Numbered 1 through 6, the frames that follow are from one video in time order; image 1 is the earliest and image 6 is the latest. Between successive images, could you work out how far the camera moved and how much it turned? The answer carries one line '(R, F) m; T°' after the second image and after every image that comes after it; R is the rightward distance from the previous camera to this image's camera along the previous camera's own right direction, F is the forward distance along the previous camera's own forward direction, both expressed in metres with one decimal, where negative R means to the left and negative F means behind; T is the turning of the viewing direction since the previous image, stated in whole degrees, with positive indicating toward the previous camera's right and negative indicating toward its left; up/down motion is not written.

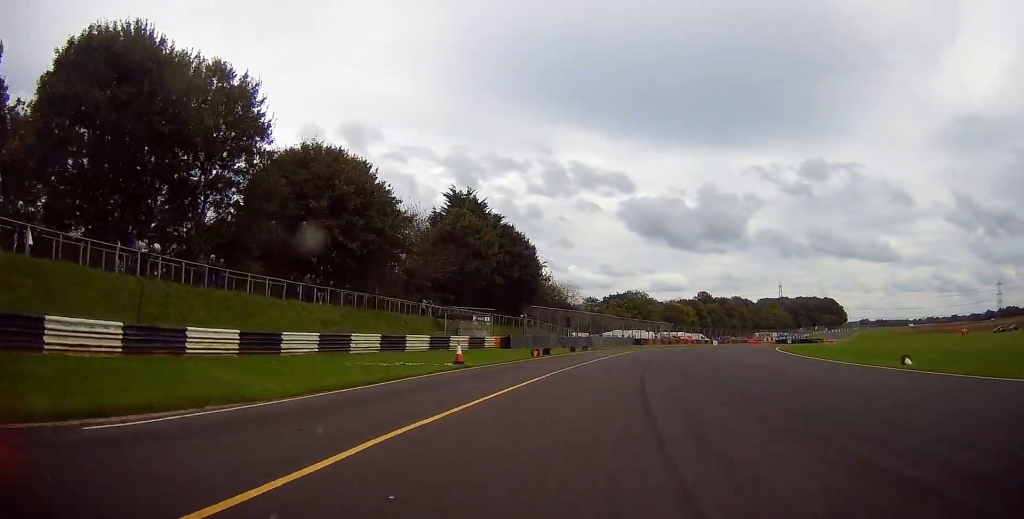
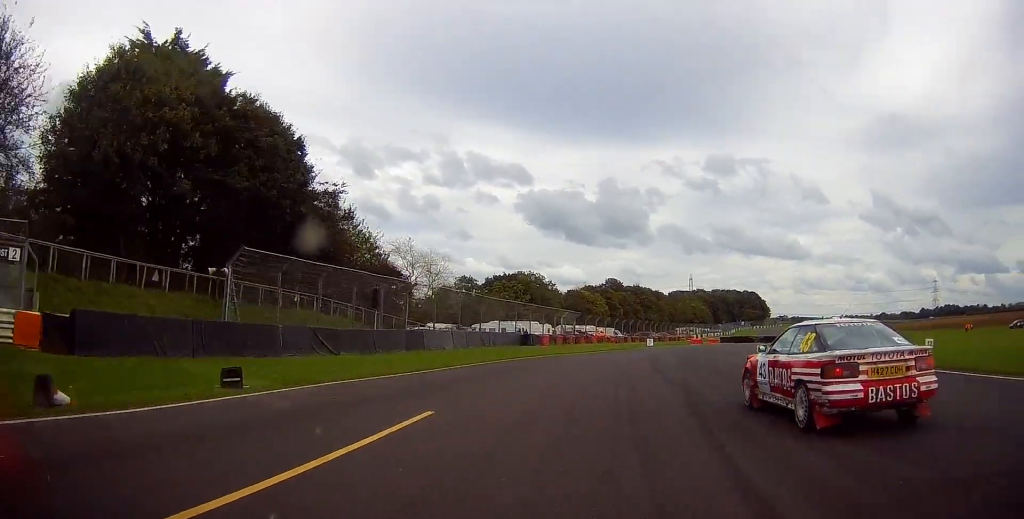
(+3.0, +38.5) m; +9°
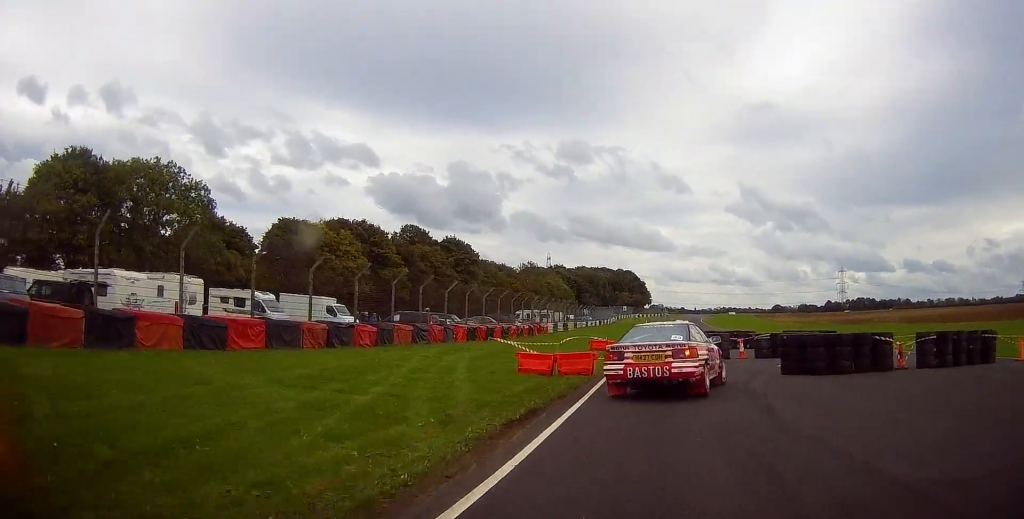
(+12.3, +84.4) m; +14°
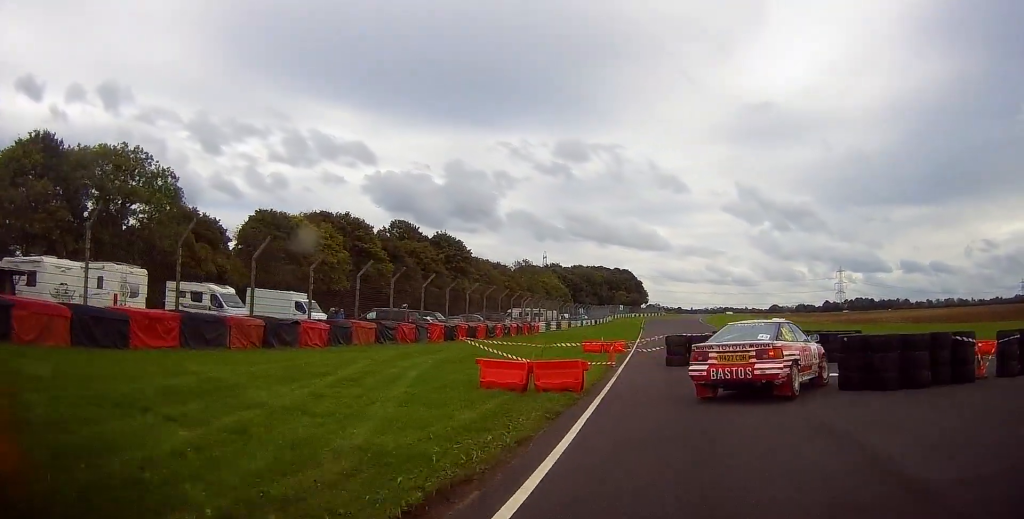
(-0.5, +5.0) m; +3°
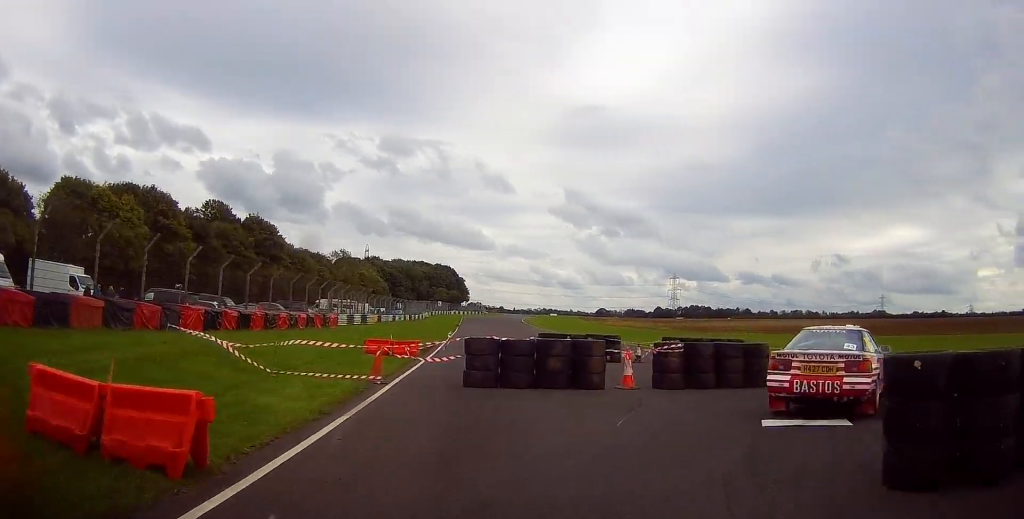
(+1.2, +7.9) m; +16°
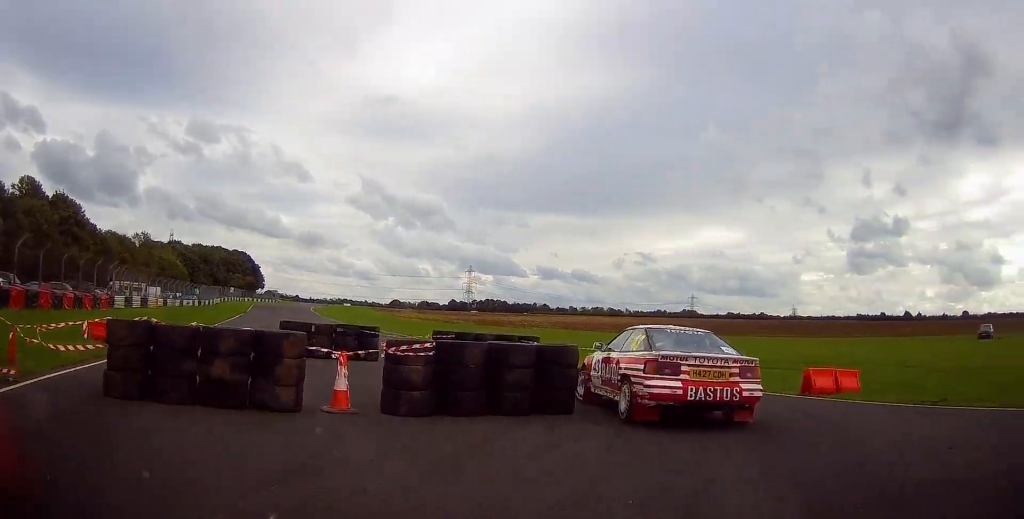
(+0.6, +5.2) m; +9°
